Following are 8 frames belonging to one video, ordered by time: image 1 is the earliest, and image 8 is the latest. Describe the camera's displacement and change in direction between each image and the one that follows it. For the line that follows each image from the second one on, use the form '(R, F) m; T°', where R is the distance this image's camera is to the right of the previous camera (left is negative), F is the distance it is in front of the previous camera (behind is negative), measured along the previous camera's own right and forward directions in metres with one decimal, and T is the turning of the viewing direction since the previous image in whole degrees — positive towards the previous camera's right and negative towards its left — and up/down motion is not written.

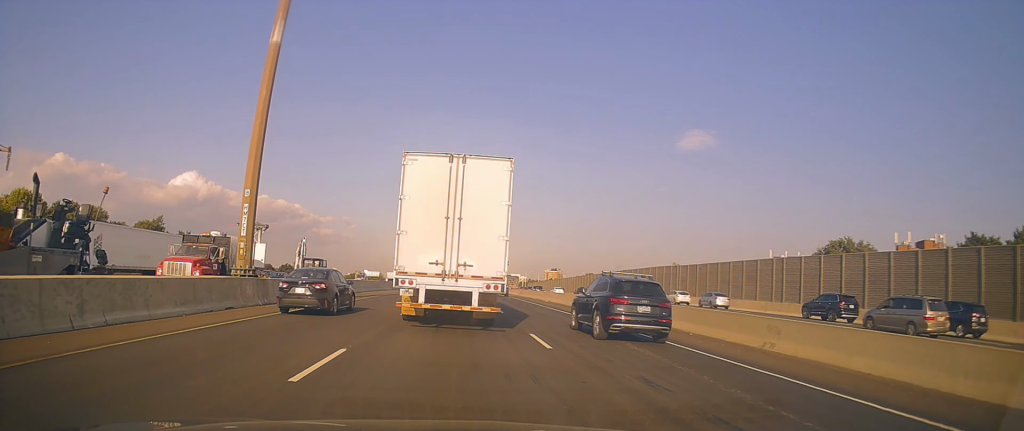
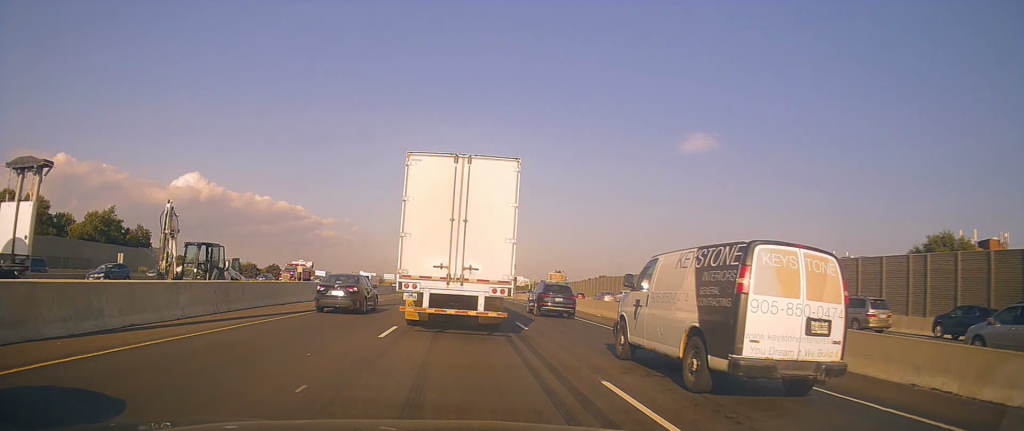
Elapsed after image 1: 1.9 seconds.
(+0.7, +18.5) m; +3°
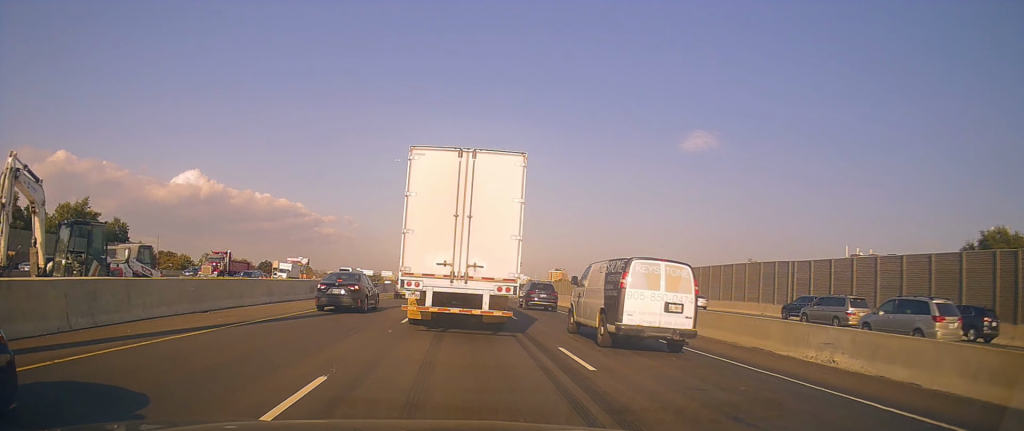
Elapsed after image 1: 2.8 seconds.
(0.0, +8.2) m; 0°
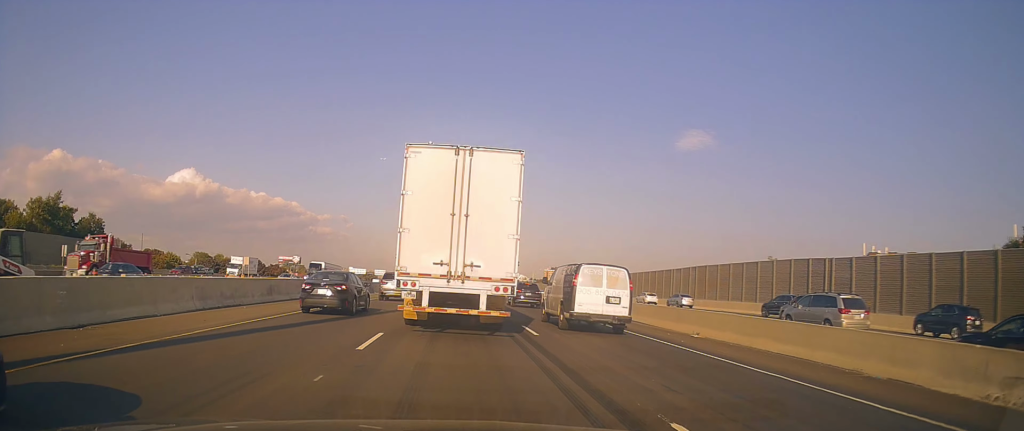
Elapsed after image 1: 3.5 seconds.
(0.0, +6.5) m; -3°
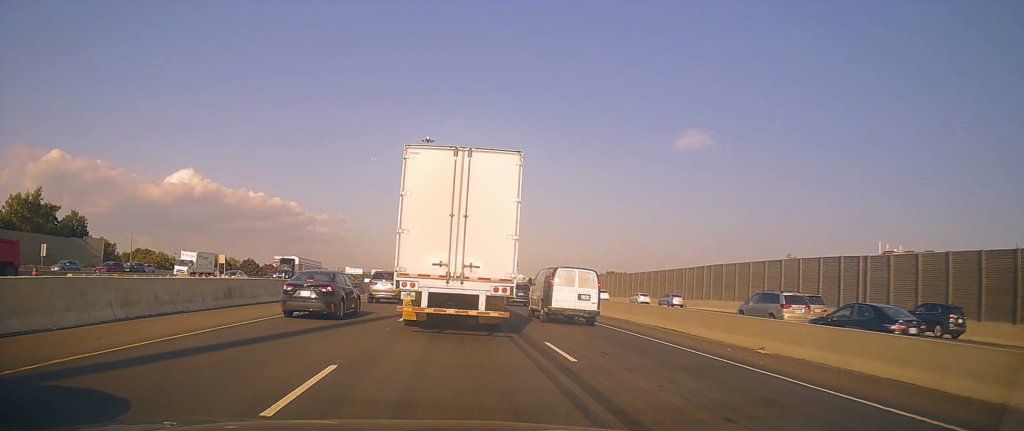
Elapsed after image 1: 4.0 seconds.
(0.0, +4.8) m; -1°
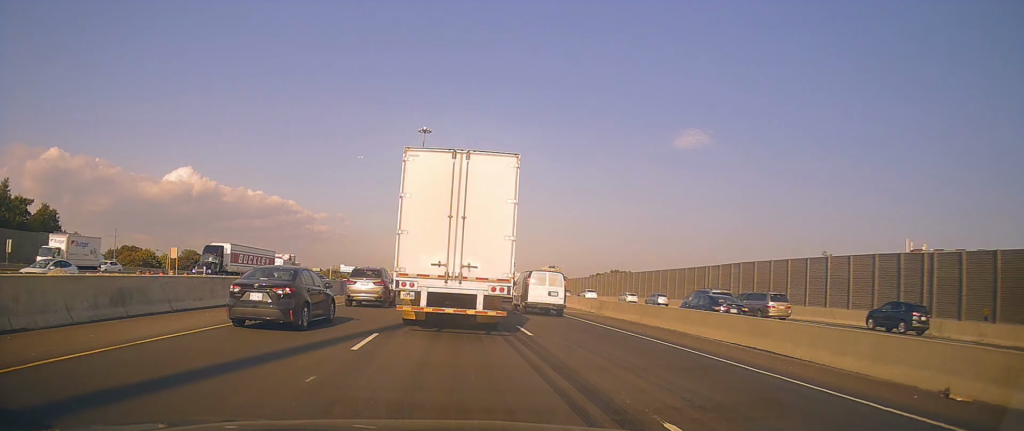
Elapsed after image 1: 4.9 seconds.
(-0.6, +7.5) m; +2°
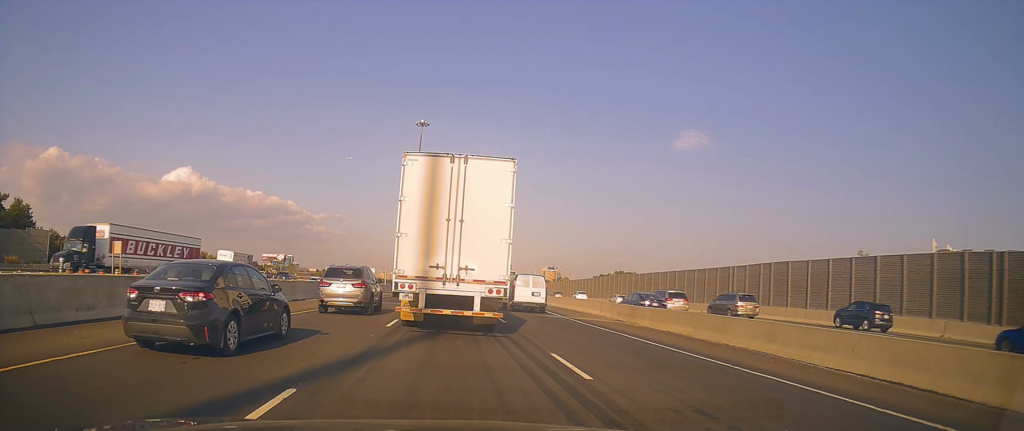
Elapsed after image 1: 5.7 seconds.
(+0.8, +6.4) m; +1°
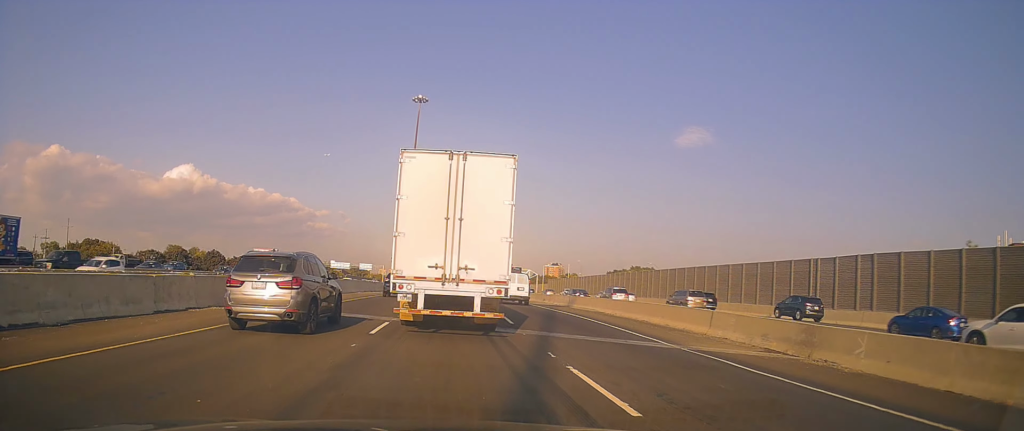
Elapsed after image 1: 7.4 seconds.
(-0.6, +14.4) m; 0°
